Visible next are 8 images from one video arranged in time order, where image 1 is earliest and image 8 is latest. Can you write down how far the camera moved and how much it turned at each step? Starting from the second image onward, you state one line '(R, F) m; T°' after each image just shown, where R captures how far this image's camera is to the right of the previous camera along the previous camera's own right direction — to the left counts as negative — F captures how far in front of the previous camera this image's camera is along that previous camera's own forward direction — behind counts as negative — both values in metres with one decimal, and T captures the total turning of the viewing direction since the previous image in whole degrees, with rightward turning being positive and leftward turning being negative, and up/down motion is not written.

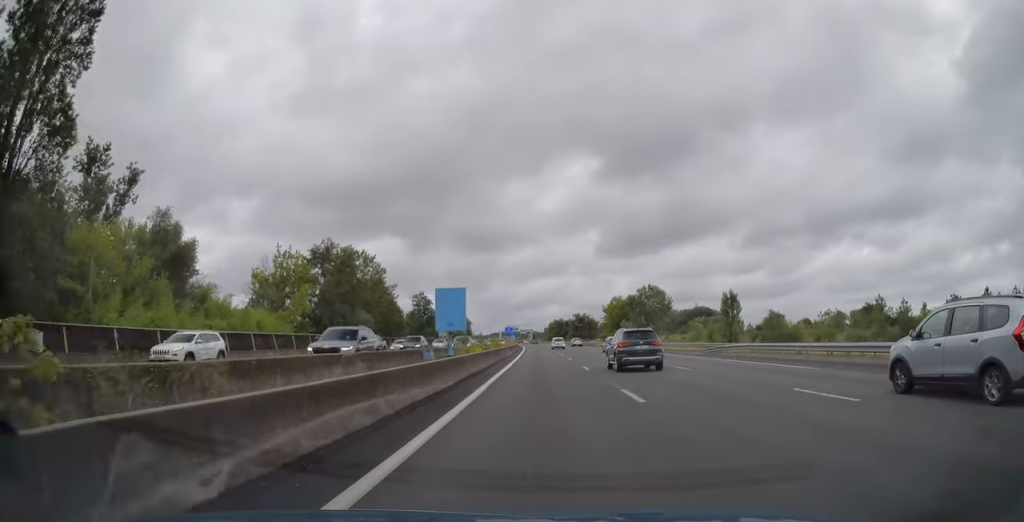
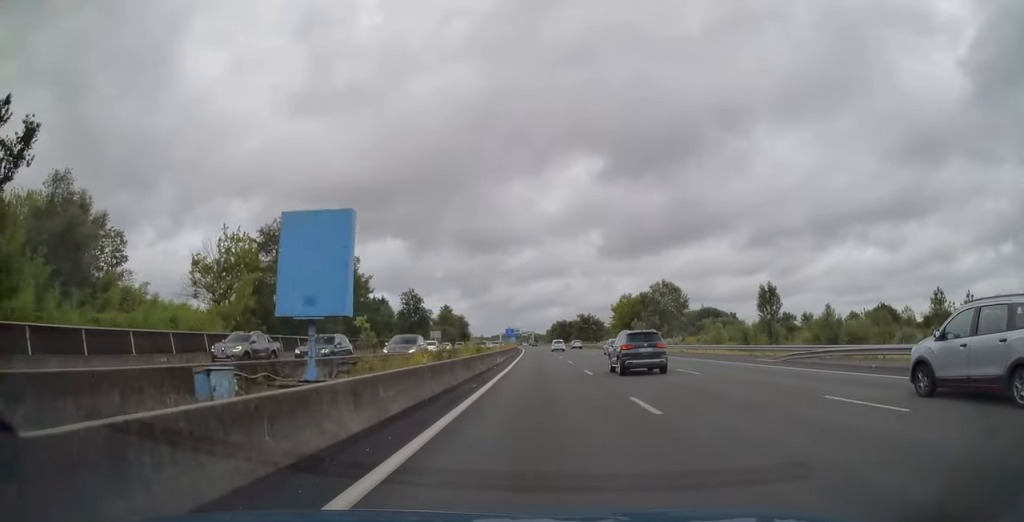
(+0.1, +14.7) m; 0°
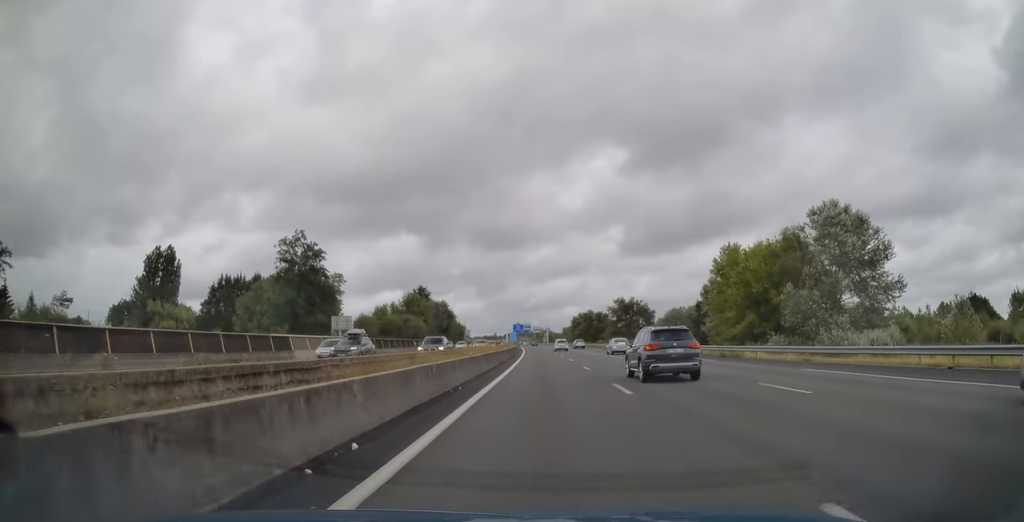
(-0.8, +74.7) m; -1°
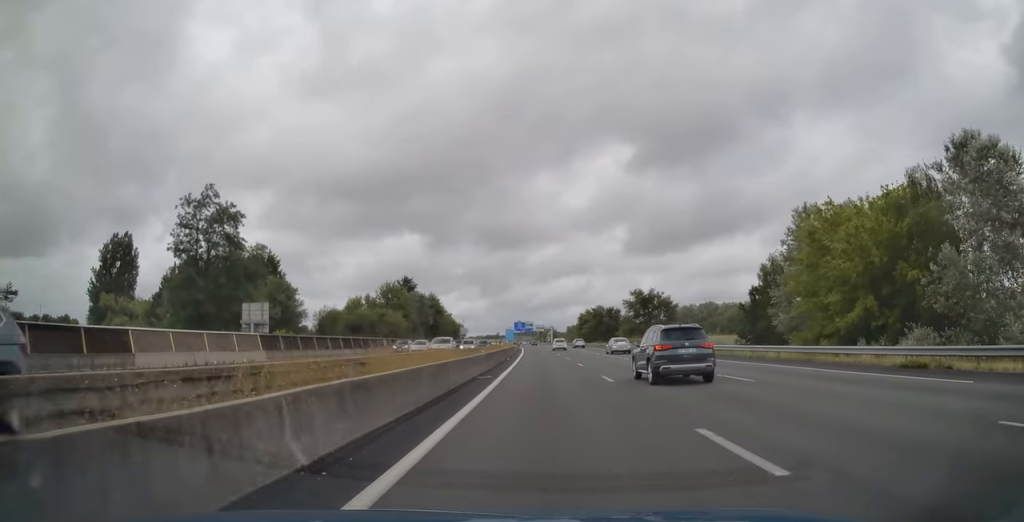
(-0.1, +22.1) m; -1°
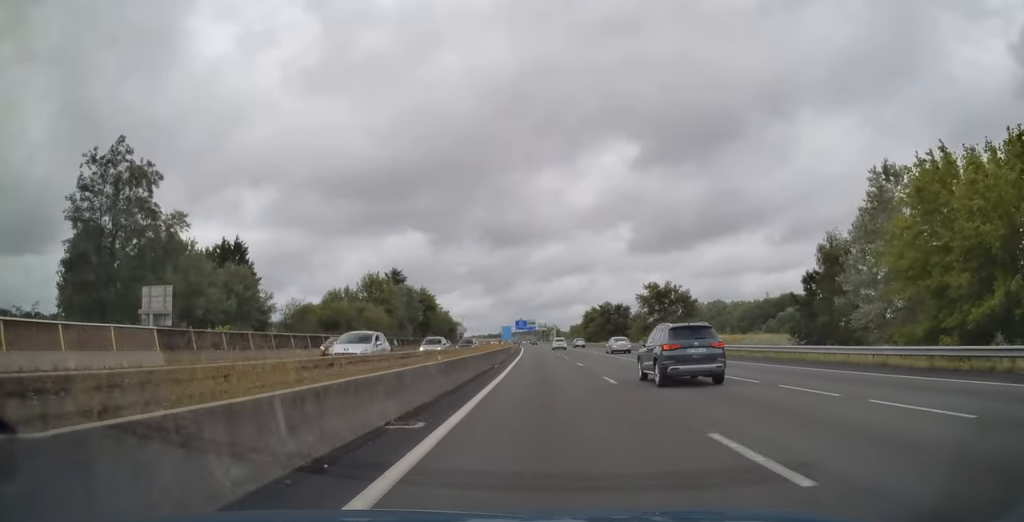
(-0.1, +13.7) m; 0°
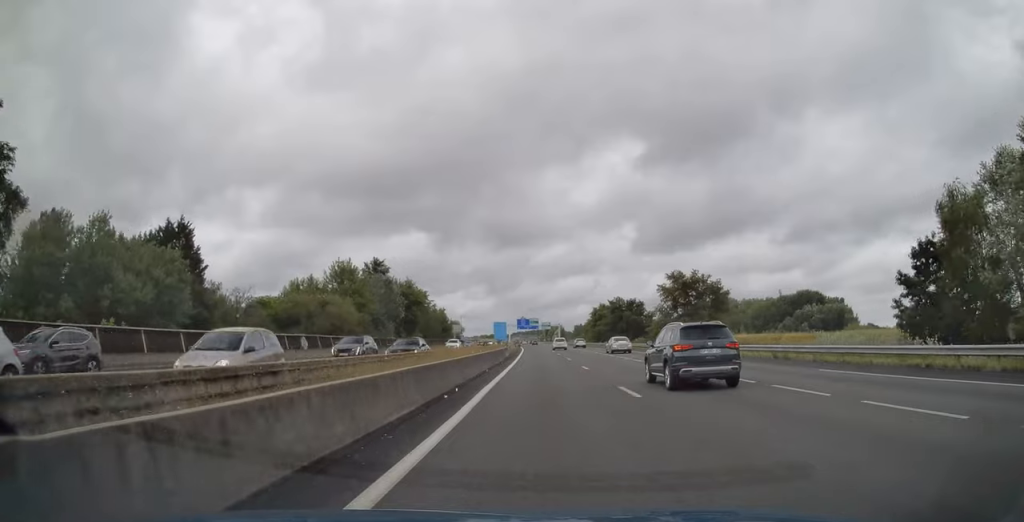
(0.0, +17.3) m; 0°
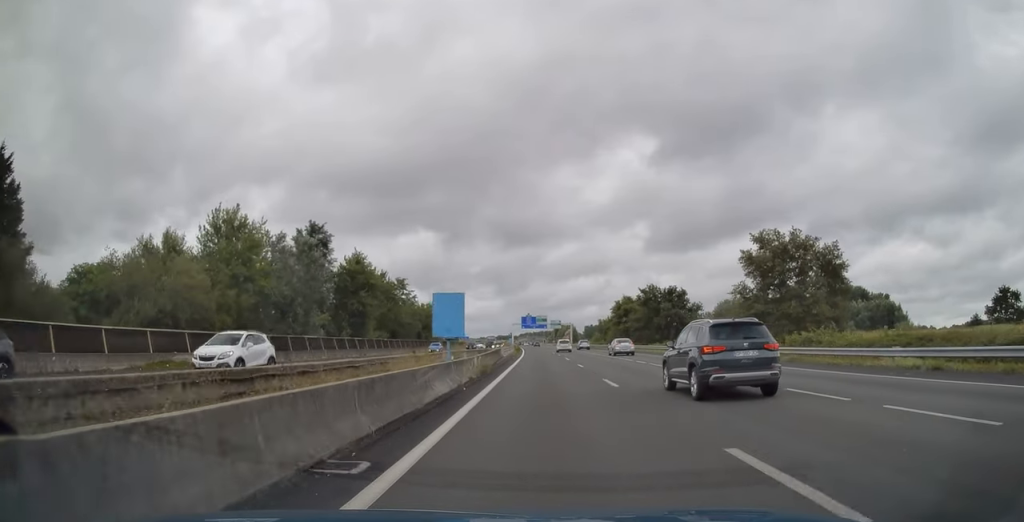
(-0.3, +35.9) m; -1°
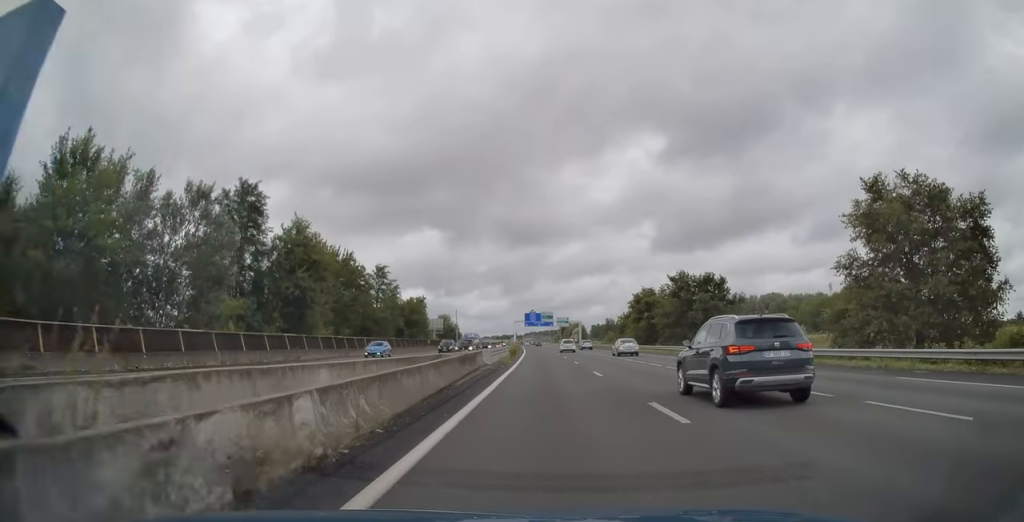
(-0.1, +21.0) m; 0°
